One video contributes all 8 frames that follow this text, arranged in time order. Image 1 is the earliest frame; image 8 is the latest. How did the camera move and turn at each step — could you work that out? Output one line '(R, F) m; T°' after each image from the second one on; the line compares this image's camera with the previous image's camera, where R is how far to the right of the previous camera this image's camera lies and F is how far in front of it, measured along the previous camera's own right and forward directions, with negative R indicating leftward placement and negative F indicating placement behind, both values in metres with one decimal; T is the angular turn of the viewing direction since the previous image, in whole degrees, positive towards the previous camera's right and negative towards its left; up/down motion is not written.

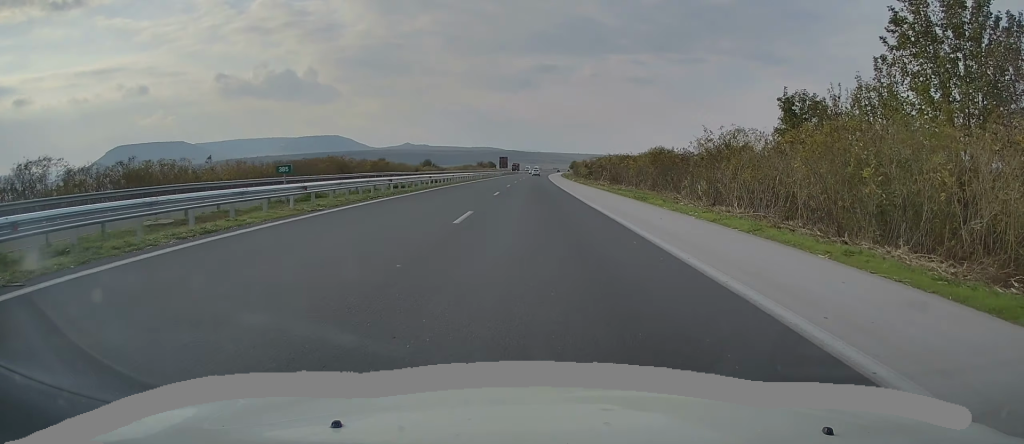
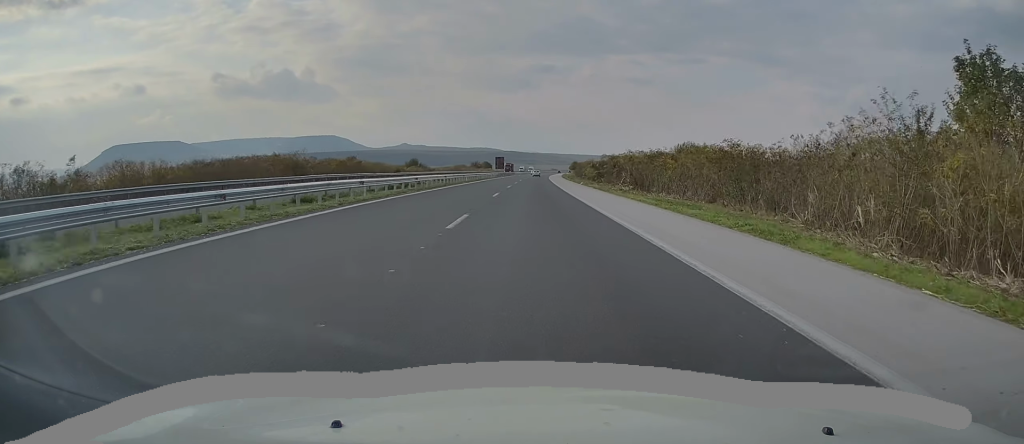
(+0.1, +17.3) m; 0°
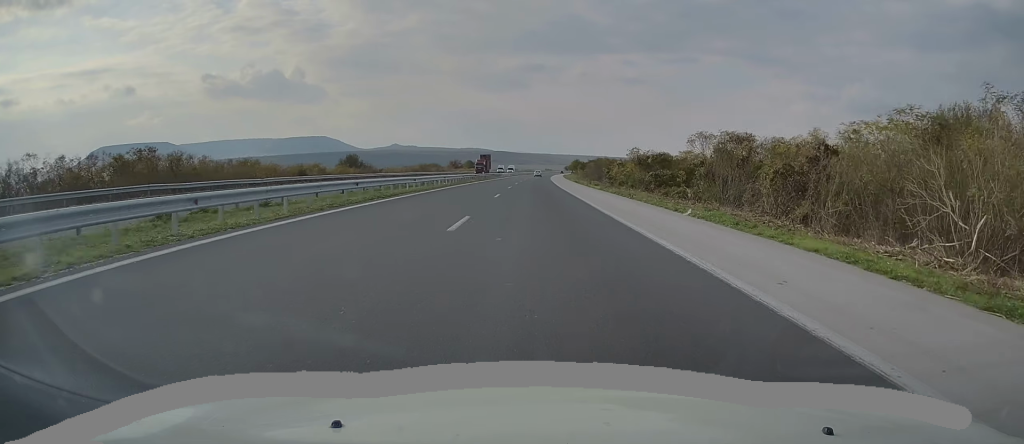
(-0.2, +49.2) m; 0°
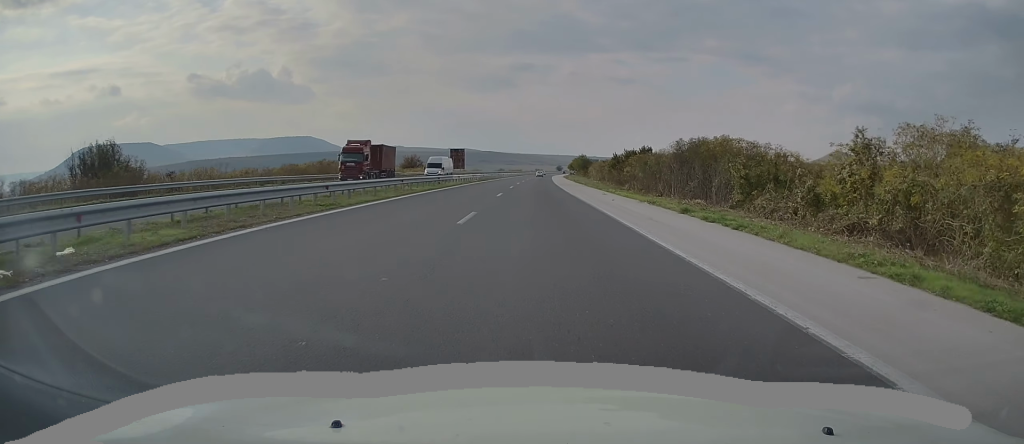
(+1.7, +63.4) m; +1°
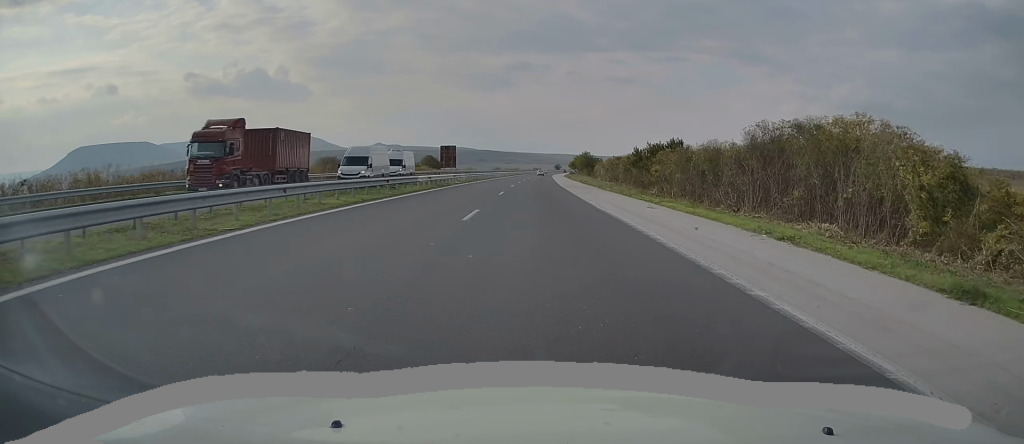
(-0.3, +15.6) m; 0°
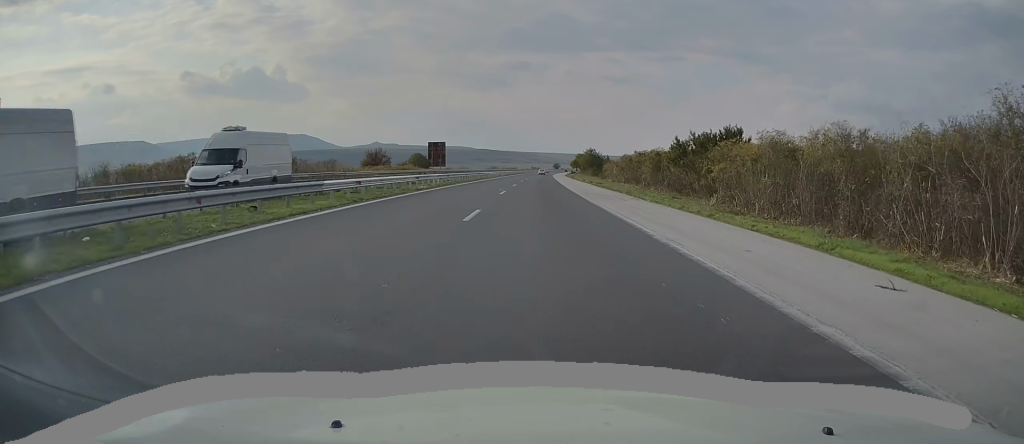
(-0.2, +16.7) m; 0°
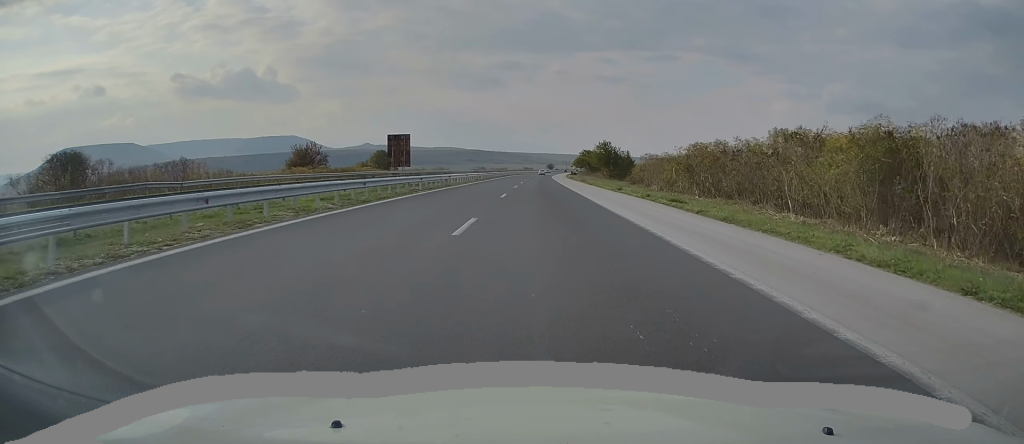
(+0.8, +35.7) m; +1°
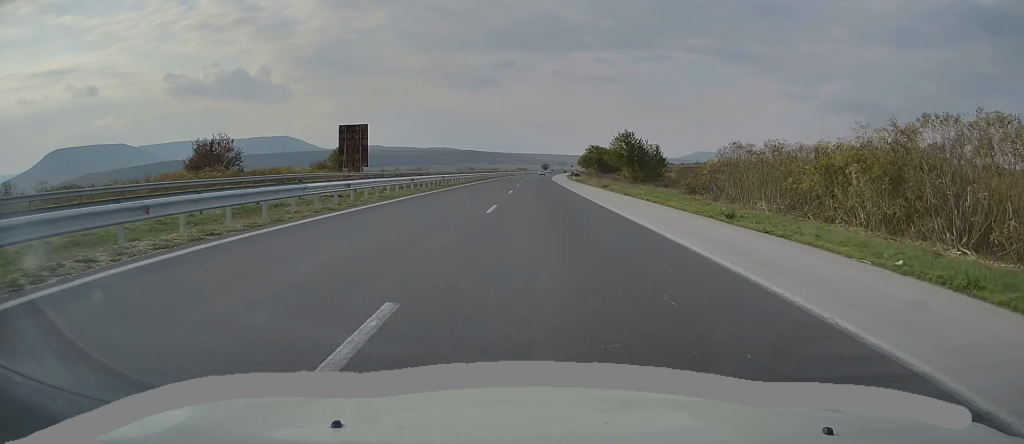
(-0.3, +26.3) m; -1°
